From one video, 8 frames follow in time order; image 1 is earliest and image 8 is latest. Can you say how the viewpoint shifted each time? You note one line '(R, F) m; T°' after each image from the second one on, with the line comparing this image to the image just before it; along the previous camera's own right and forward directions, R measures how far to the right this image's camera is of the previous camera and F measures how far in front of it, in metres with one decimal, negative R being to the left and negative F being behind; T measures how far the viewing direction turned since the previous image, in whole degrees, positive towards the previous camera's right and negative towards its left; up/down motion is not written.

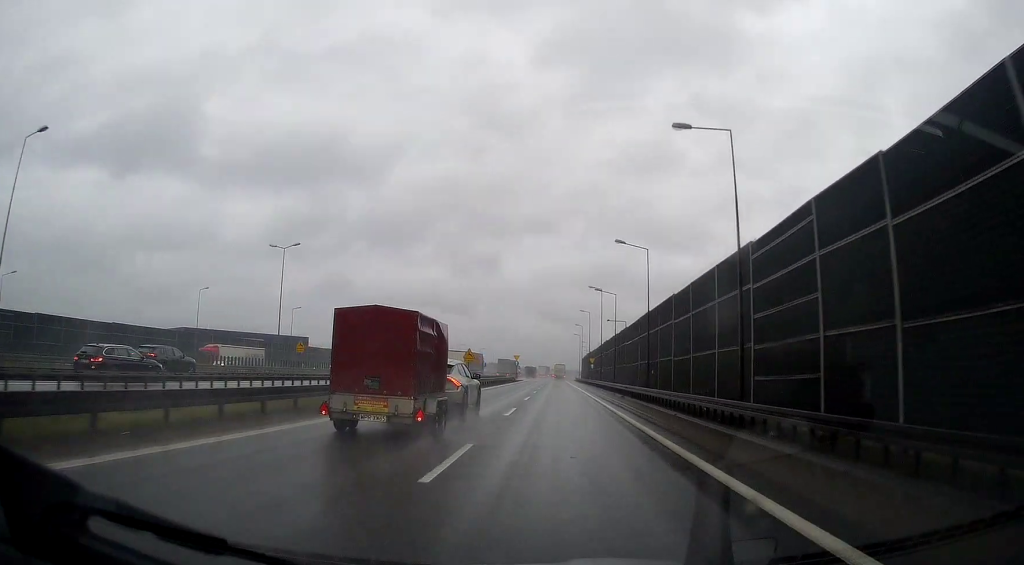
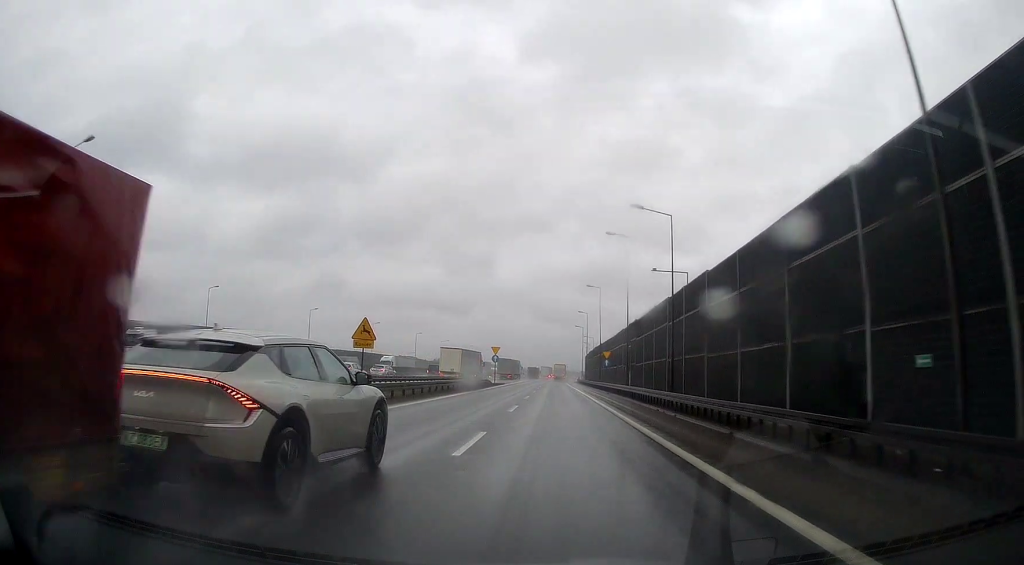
(-0.2, +33.9) m; -1°
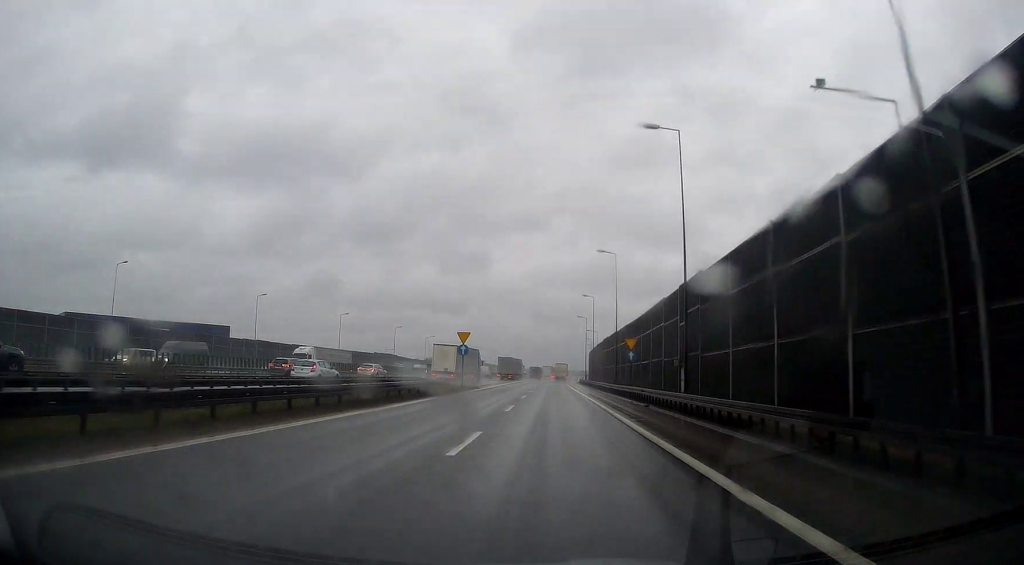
(-0.1, +24.0) m; 0°
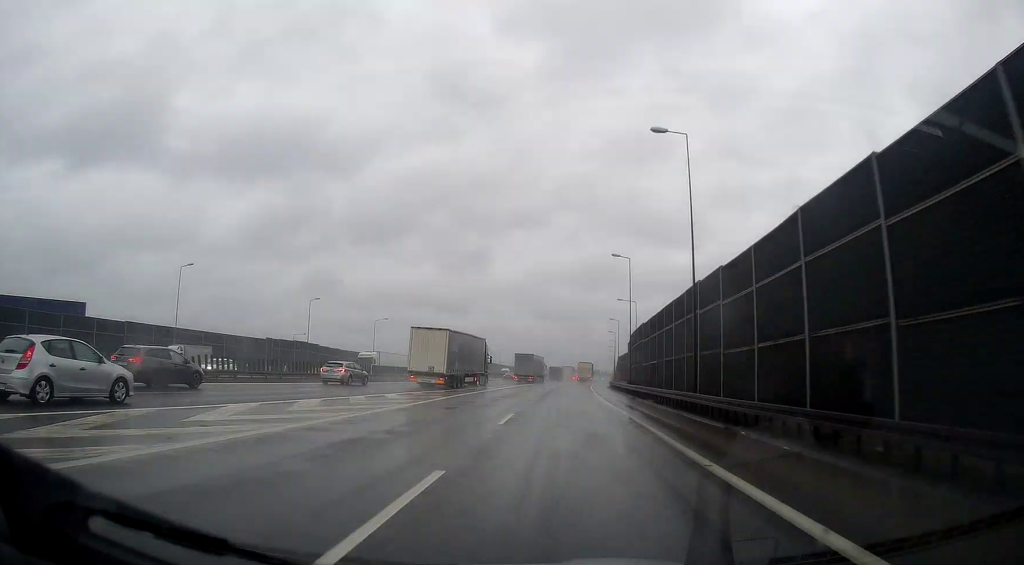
(+1.2, +65.6) m; +1°
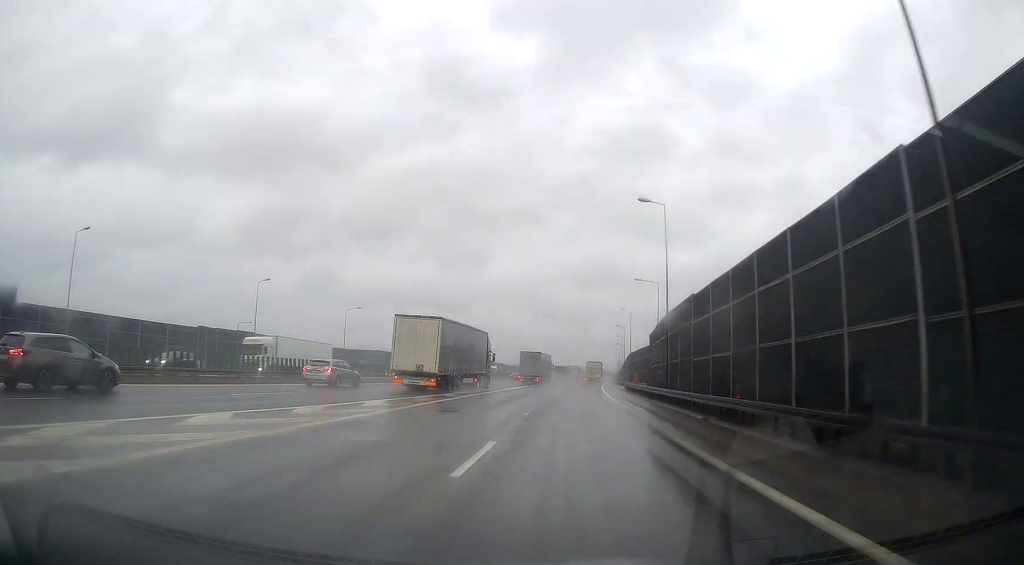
(-0.3, +20.4) m; -1°
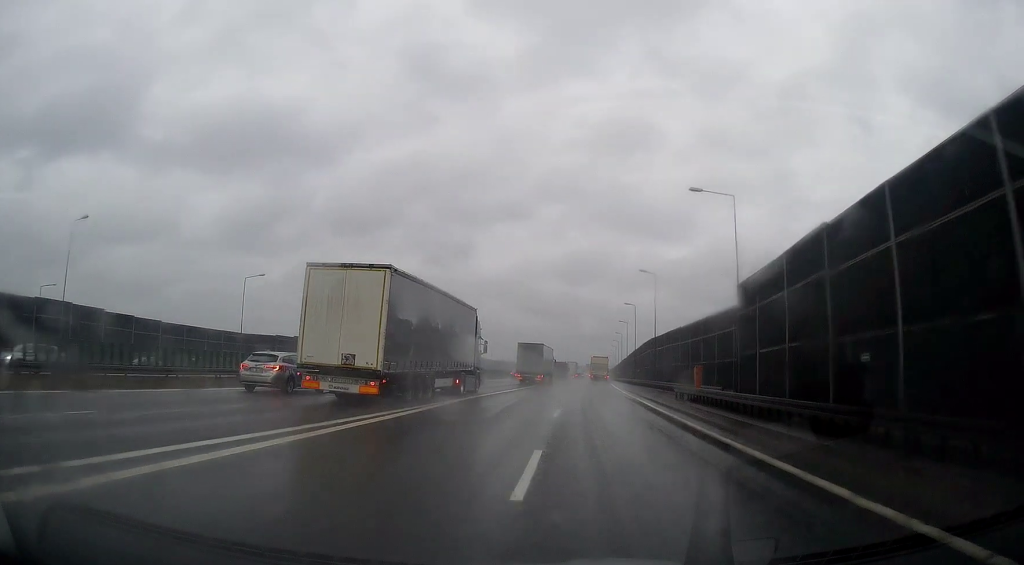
(-0.3, +37.4) m; 0°
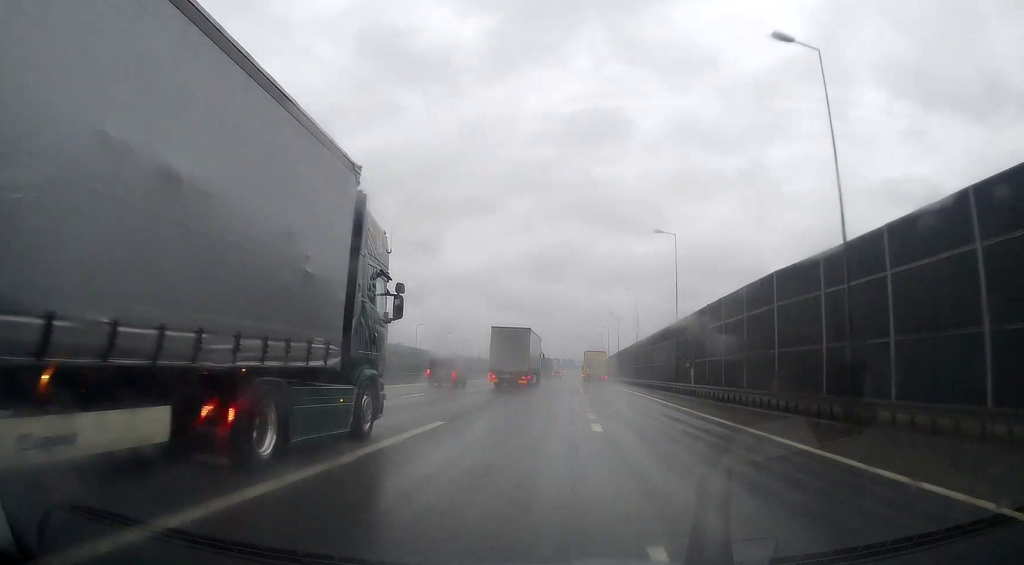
(+0.5, +54.6) m; +1°
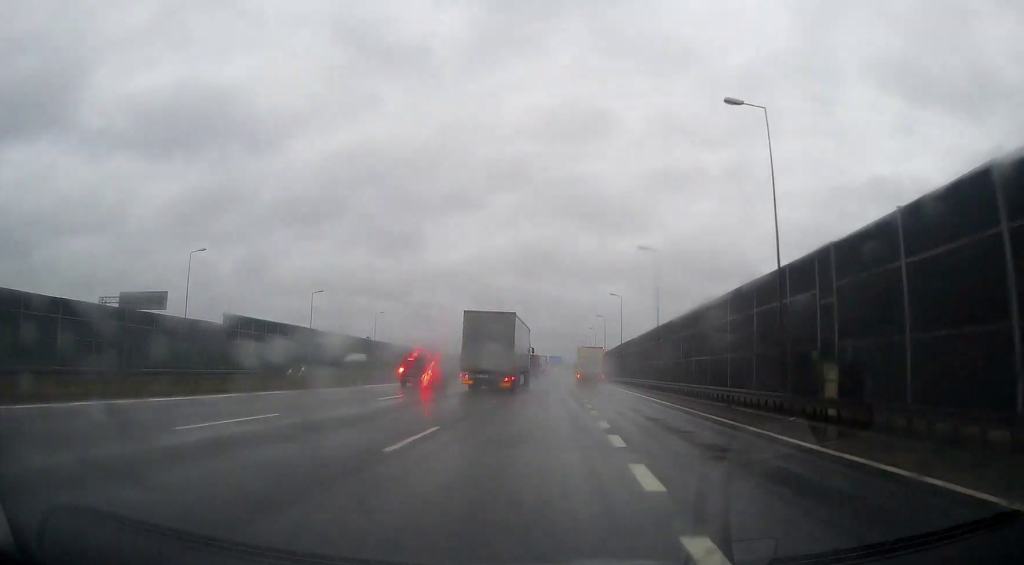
(+0.3, +27.8) m; +1°
